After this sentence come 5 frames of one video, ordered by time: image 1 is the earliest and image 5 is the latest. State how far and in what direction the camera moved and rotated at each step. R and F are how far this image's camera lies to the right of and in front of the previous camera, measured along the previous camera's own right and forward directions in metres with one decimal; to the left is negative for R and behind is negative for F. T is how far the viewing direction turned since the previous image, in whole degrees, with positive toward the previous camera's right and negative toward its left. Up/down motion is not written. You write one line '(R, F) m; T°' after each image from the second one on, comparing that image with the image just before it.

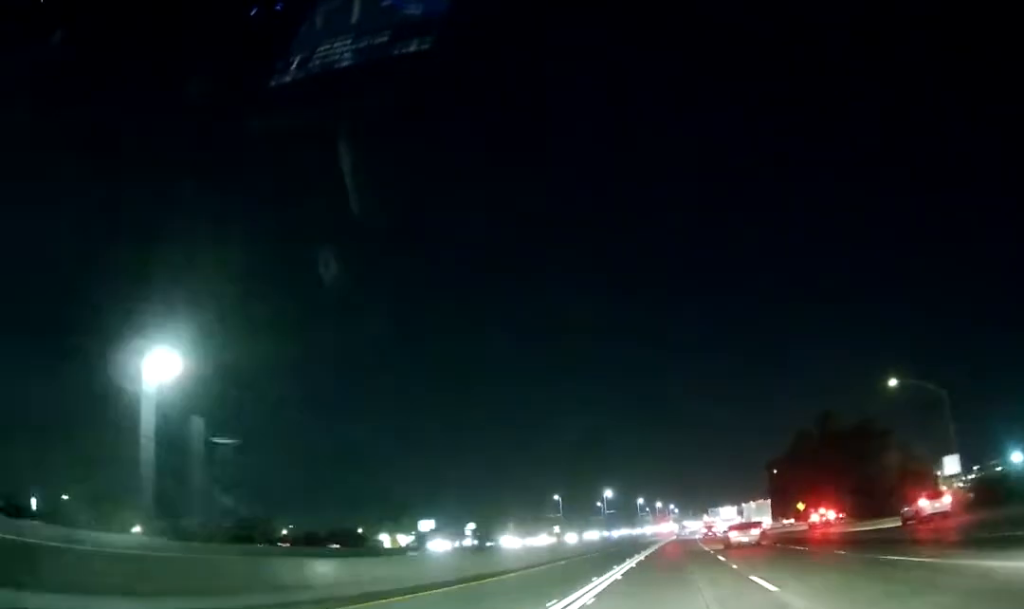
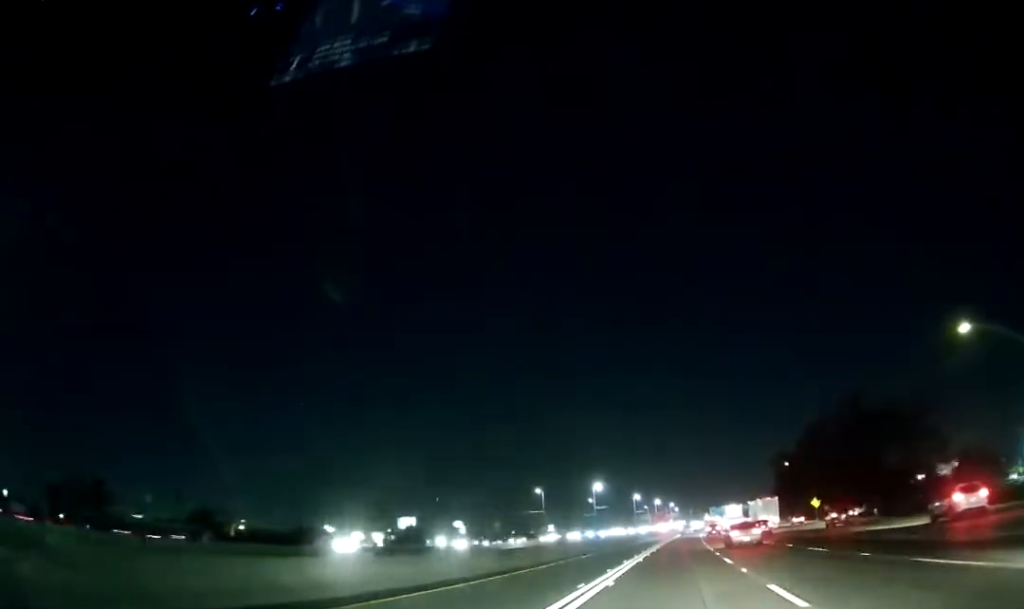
(0.0, +17.0) m; 0°
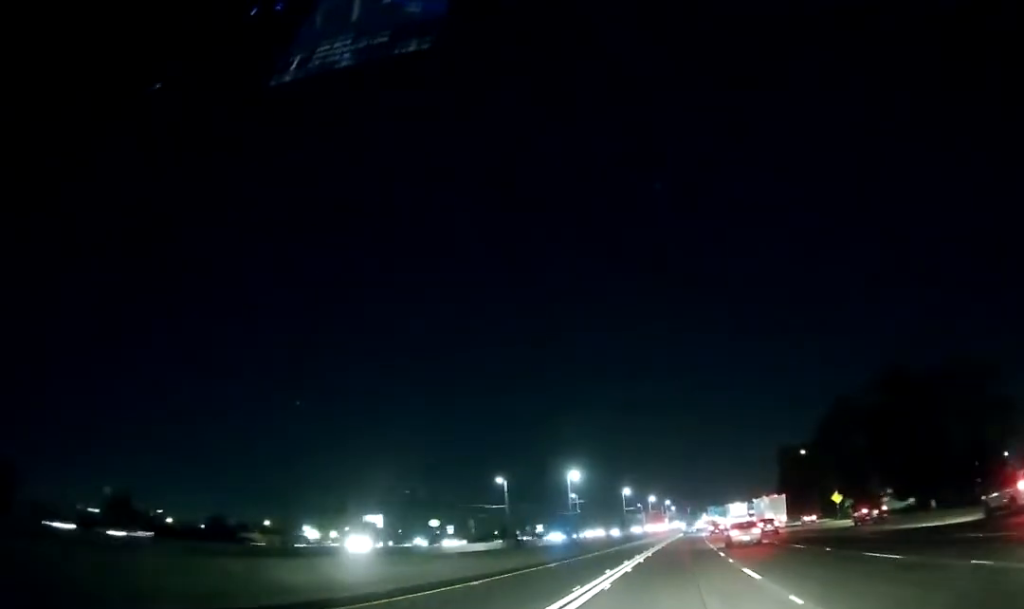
(0.0, +23.3) m; 0°
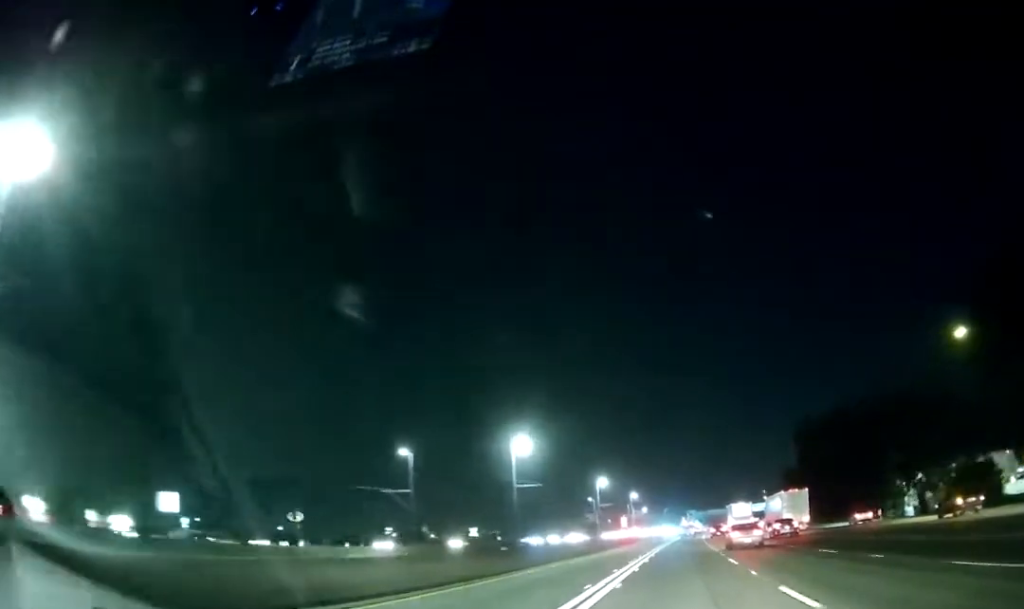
(+0.7, +79.0) m; +1°
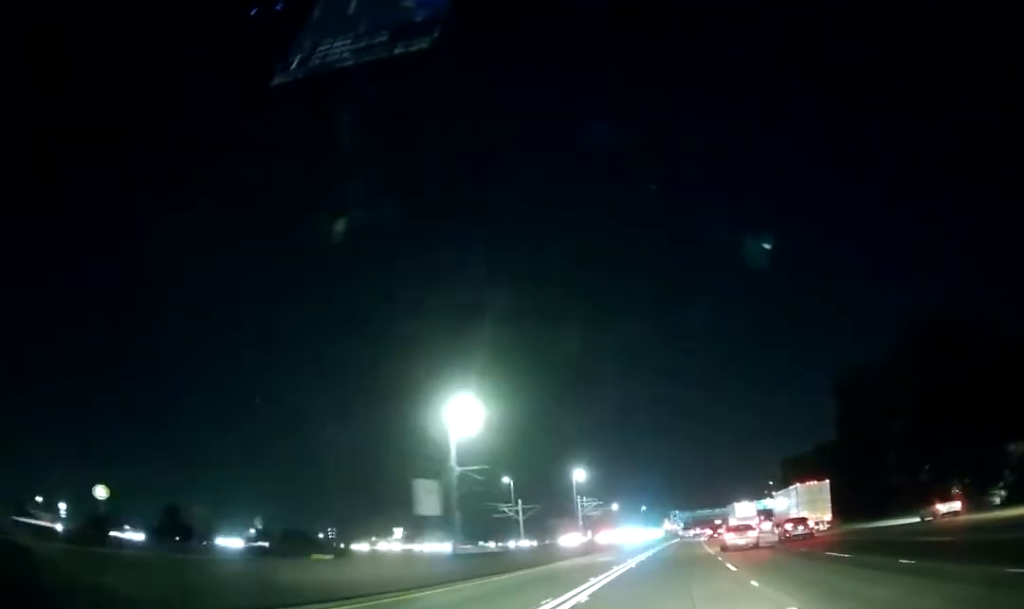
(+0.3, +62.3) m; +1°
